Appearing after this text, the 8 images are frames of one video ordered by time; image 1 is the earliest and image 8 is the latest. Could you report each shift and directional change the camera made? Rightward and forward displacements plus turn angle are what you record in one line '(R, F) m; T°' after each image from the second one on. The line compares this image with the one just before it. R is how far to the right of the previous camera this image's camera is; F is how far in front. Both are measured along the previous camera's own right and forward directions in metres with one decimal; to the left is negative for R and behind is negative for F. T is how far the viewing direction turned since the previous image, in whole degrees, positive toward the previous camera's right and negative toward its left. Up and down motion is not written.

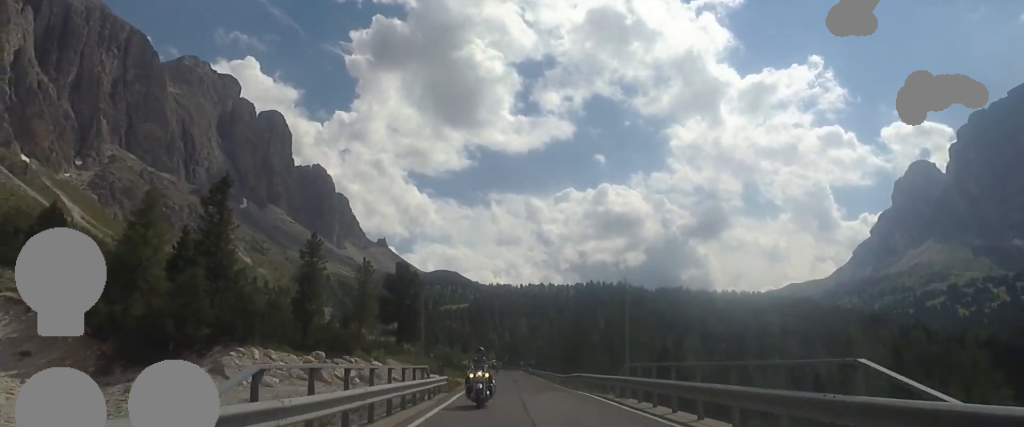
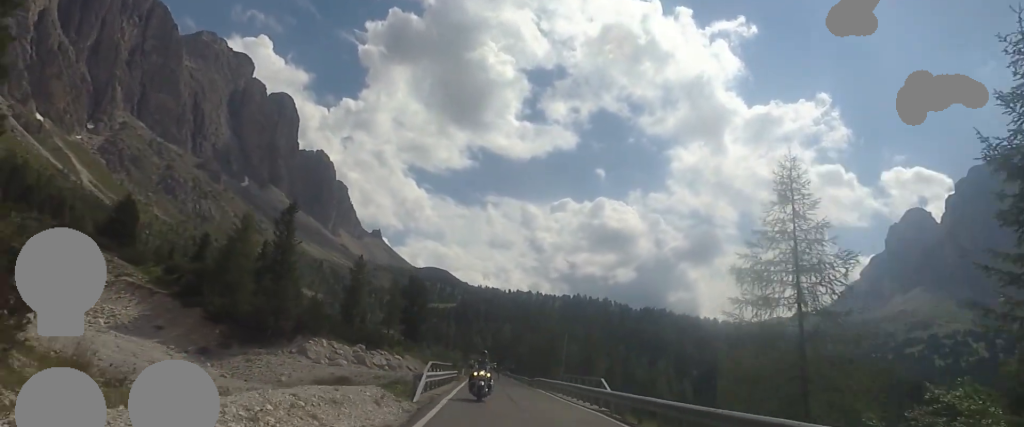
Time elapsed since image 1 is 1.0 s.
(0.0, +17.1) m; +2°
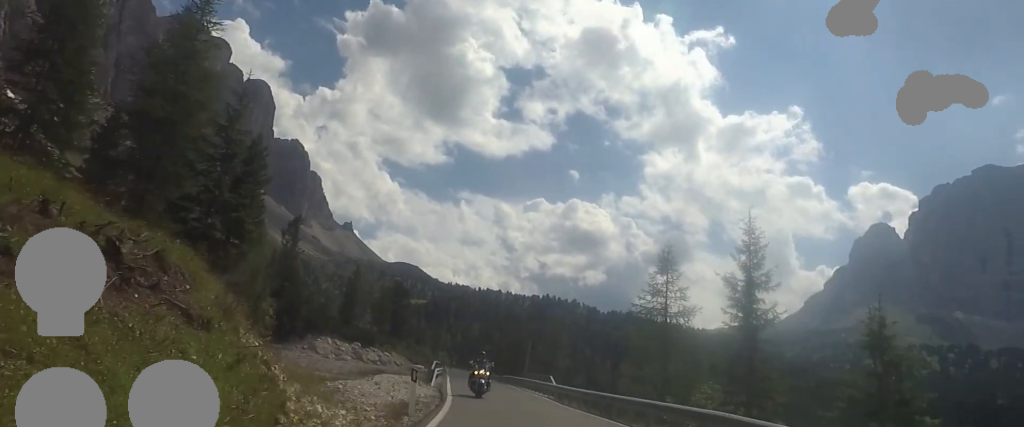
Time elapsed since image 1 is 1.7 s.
(+0.1, +11.1) m; +3°
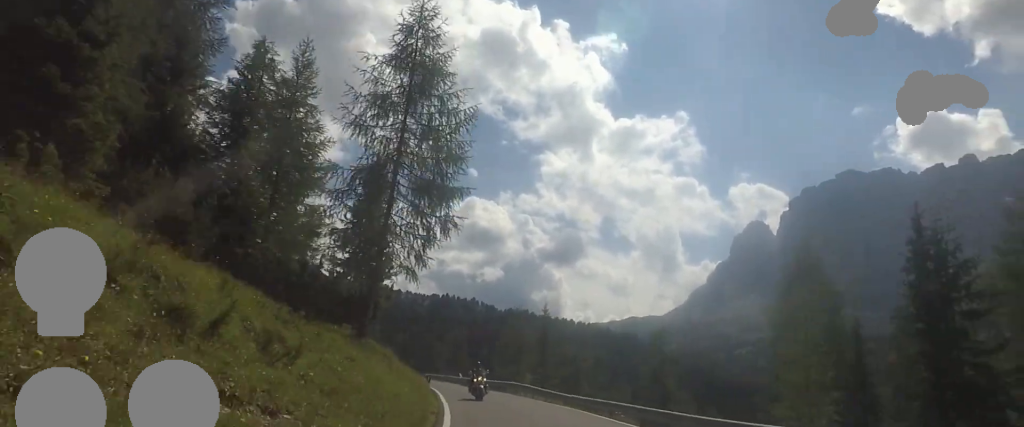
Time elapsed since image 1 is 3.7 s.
(+2.7, +29.3) m; +8°
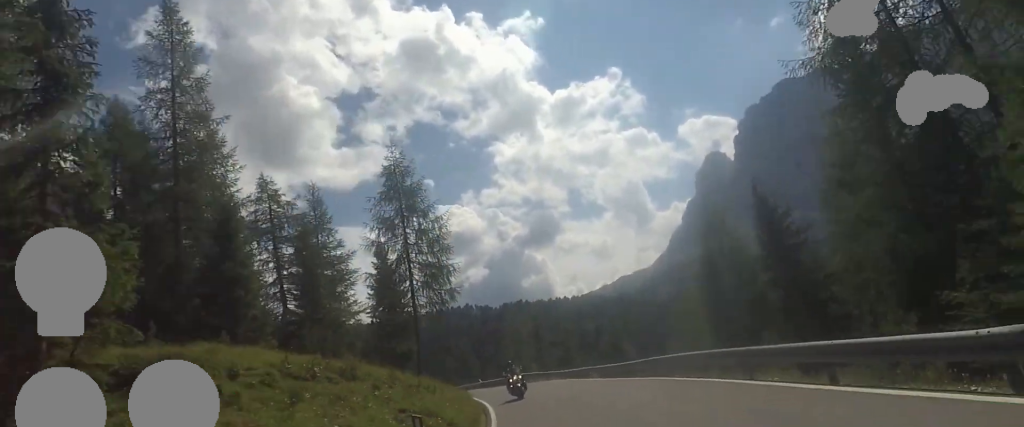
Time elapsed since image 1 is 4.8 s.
(+0.1, +12.8) m; -5°
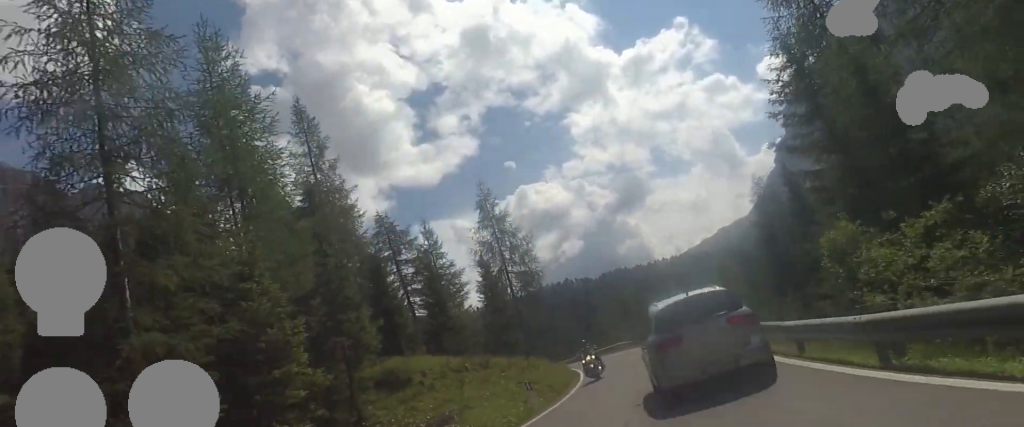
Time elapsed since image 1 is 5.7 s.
(-0.8, +10.2) m; -10°
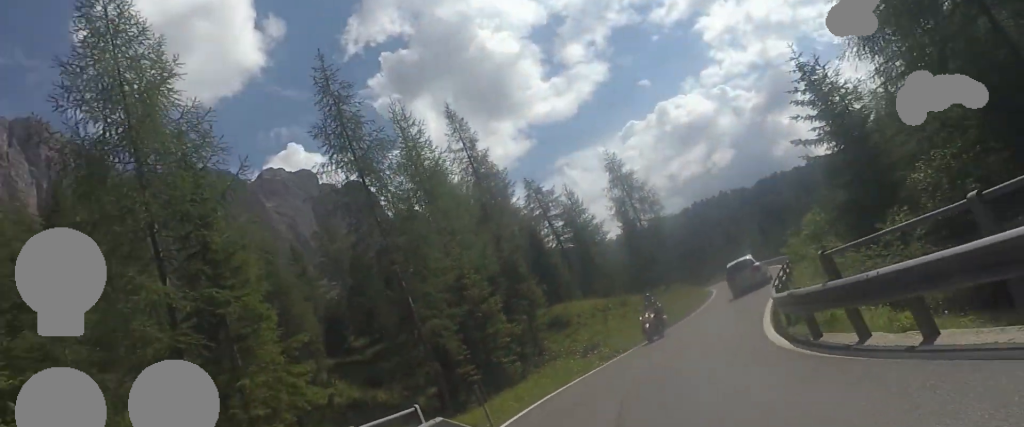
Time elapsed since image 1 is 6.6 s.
(-0.9, +10.0) m; -12°
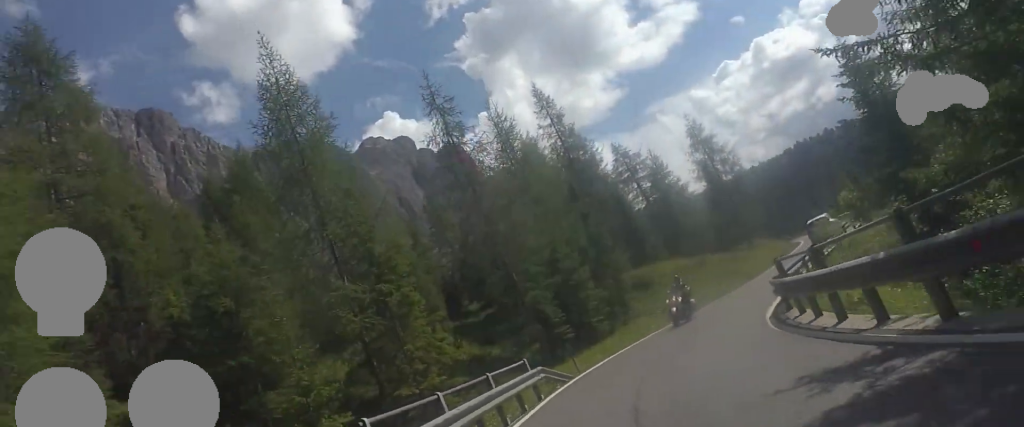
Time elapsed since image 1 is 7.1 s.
(-0.4, +5.3) m; -8°
